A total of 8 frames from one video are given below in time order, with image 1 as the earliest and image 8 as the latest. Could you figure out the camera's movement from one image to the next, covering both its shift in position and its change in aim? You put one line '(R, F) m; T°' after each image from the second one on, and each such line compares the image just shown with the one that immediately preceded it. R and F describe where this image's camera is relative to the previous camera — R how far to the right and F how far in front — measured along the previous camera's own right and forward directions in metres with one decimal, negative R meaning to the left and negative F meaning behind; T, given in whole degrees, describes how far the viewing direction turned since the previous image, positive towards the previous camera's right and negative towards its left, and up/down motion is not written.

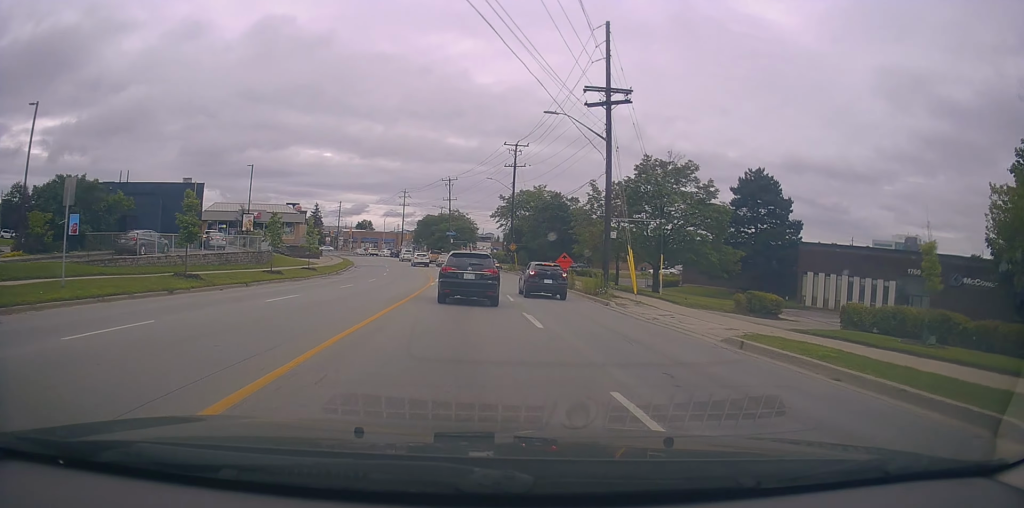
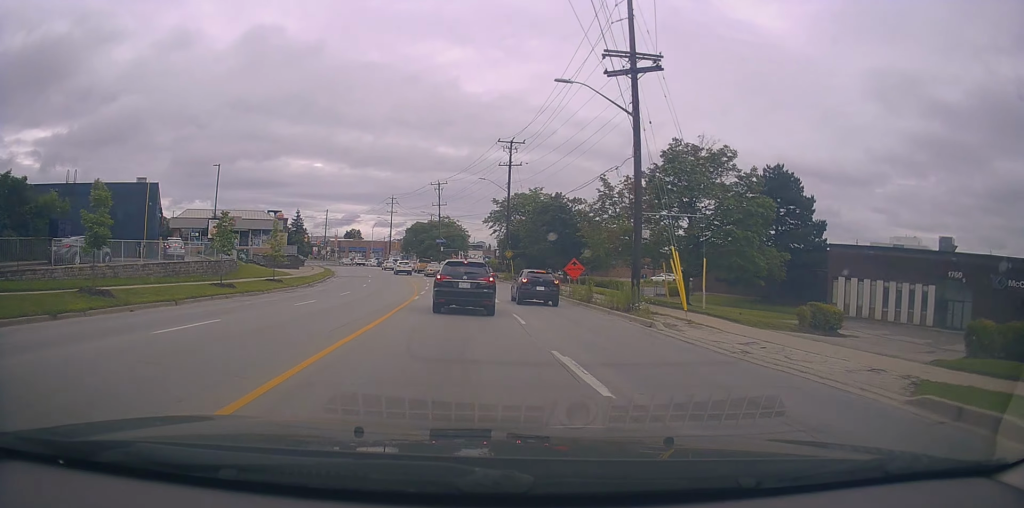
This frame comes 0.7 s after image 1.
(0.0, +6.0) m; +1°
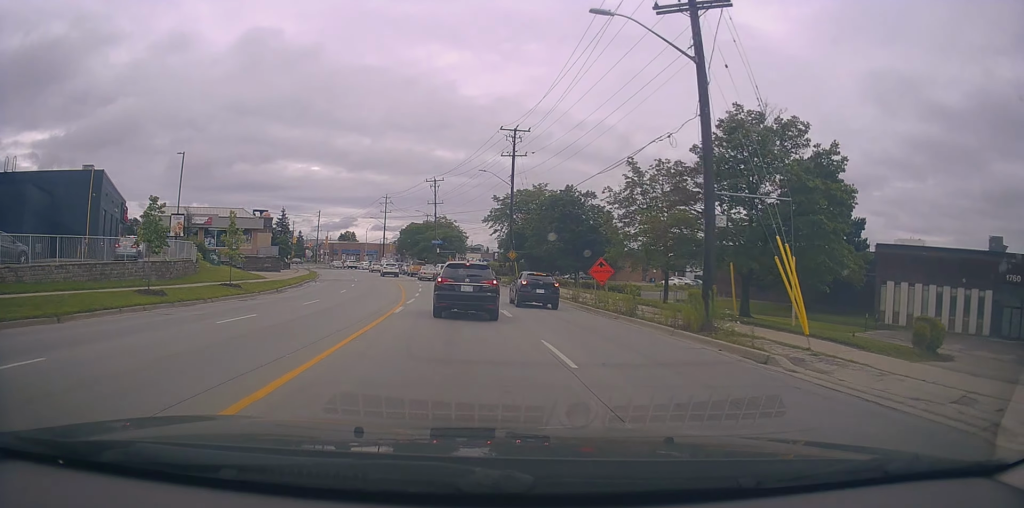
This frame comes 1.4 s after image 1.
(0.0, +6.7) m; +2°
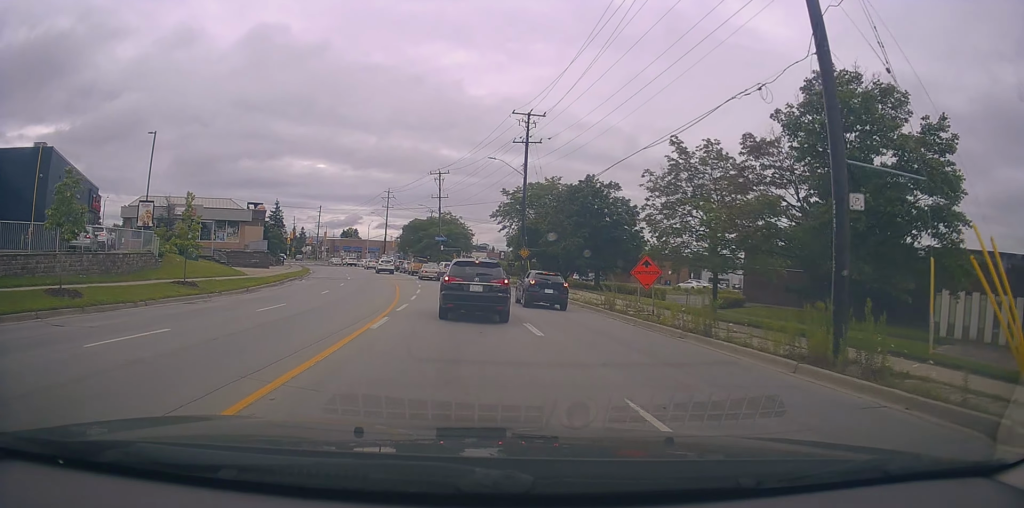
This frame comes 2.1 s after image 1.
(+0.2, +6.0) m; +2°
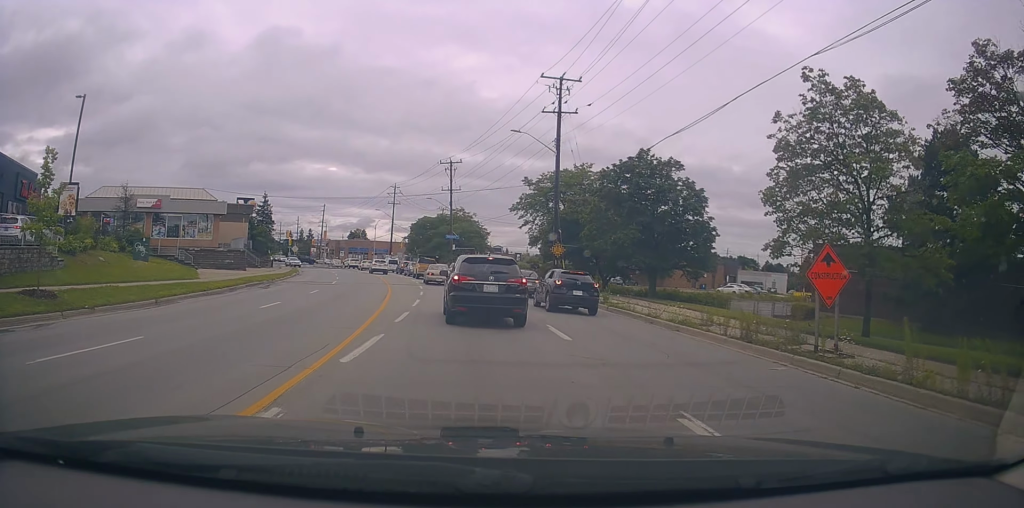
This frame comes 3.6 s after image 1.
(0.0, +10.9) m; -1°
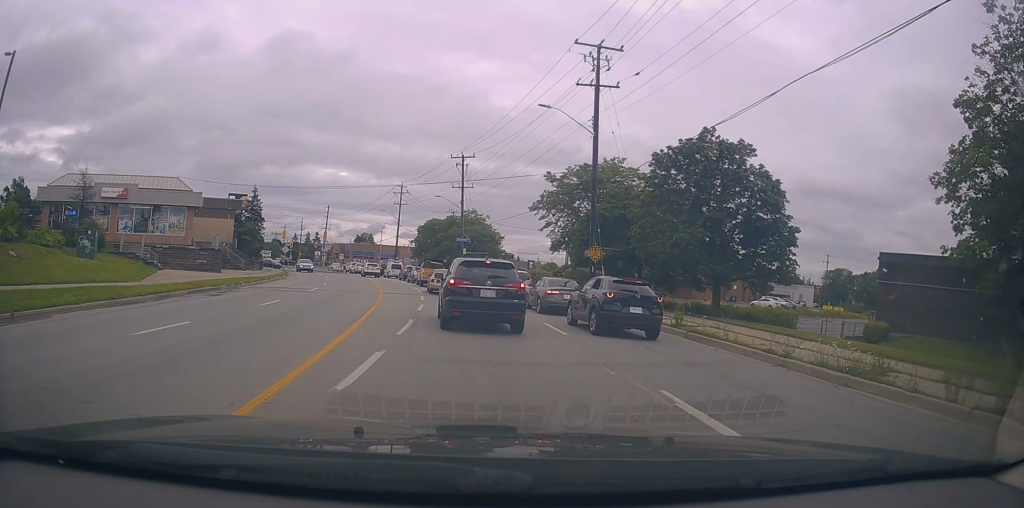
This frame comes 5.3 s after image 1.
(+0.3, +8.4) m; -2°
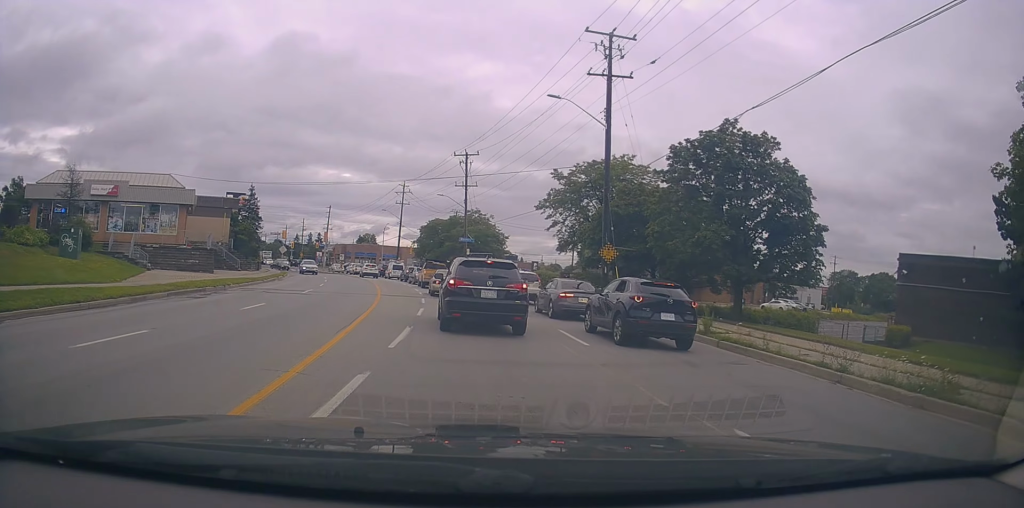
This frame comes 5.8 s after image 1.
(-0.4, +2.0) m; -2°
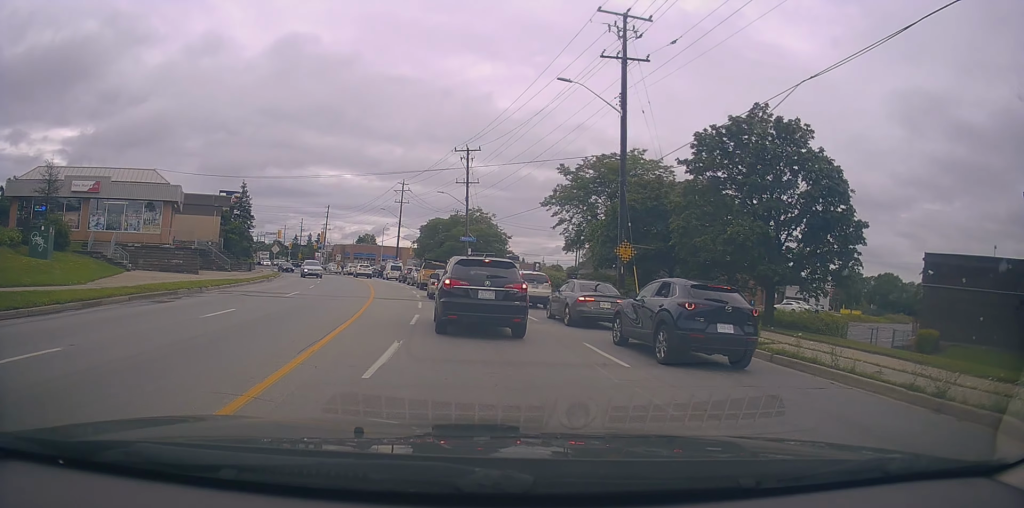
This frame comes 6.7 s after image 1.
(-0.1, +3.0) m; +1°
